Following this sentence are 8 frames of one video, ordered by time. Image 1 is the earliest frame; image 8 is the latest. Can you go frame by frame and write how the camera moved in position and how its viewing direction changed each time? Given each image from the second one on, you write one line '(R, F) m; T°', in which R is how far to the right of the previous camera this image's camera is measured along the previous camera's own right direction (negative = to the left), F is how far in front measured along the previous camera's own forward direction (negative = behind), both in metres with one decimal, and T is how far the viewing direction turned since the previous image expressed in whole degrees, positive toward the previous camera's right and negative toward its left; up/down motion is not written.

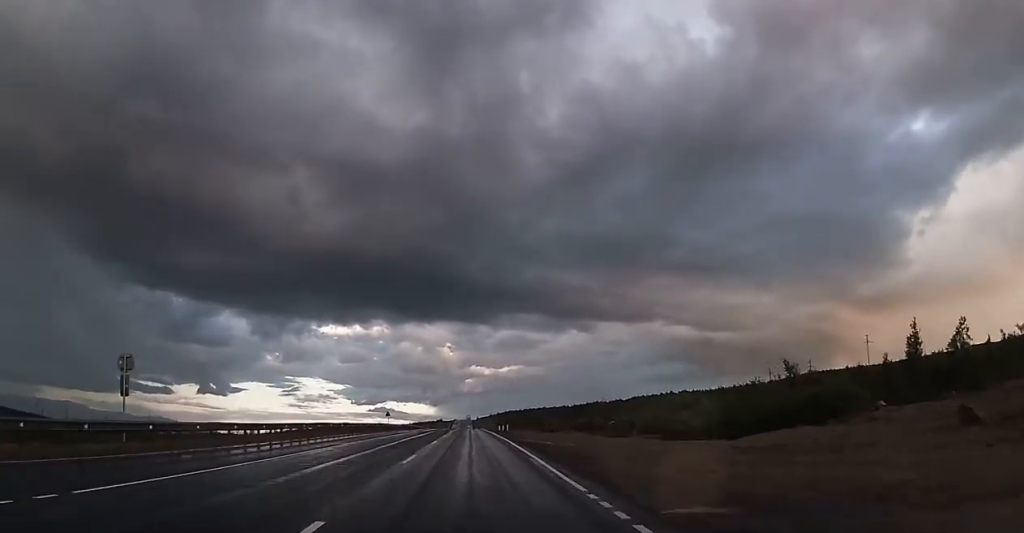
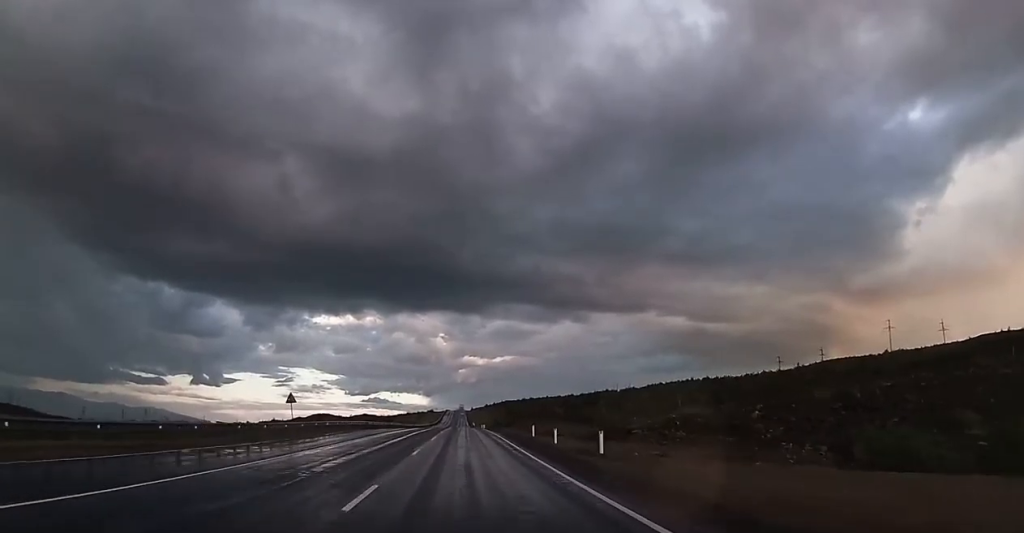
(-0.2, +55.6) m; 0°
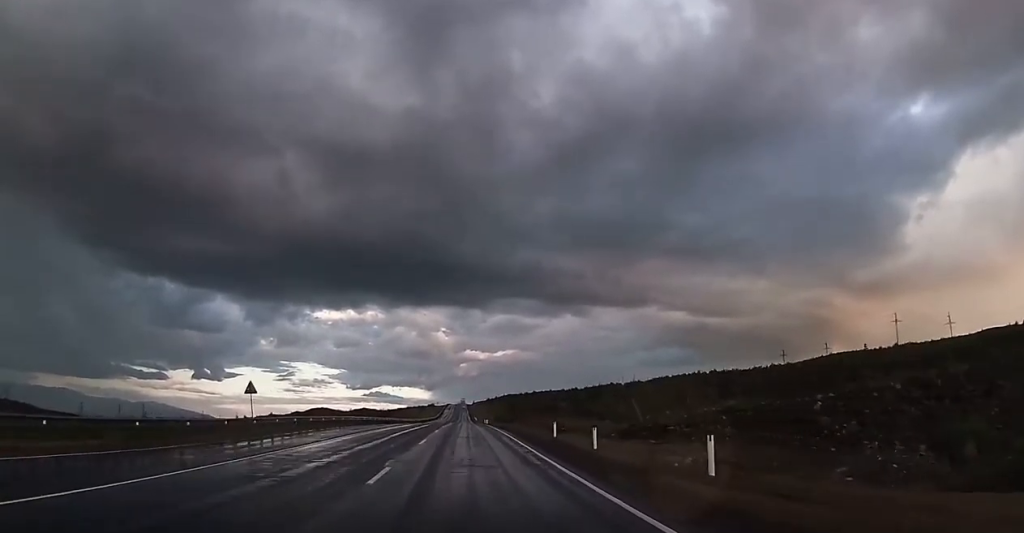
(0.0, +9.7) m; 0°
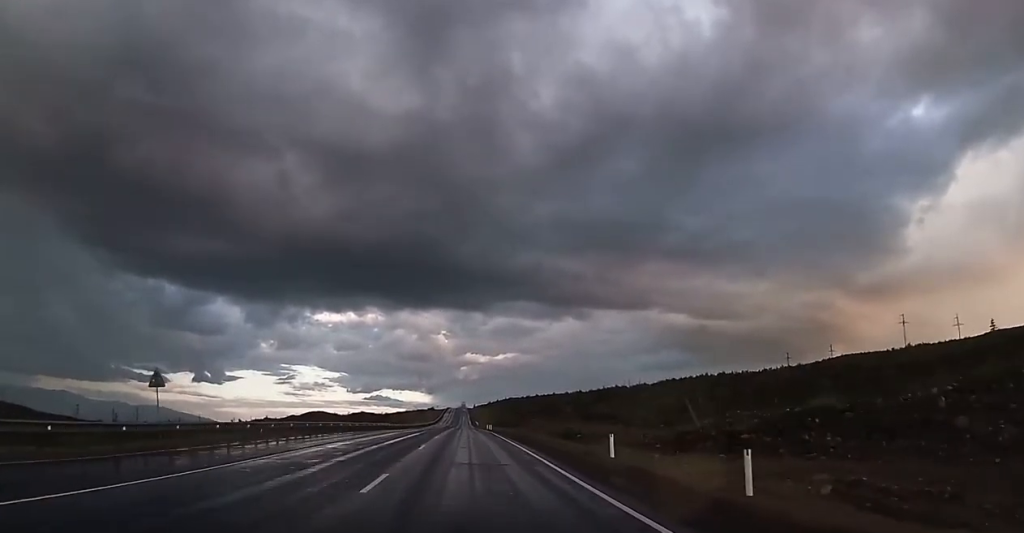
(-0.1, +12.7) m; 0°
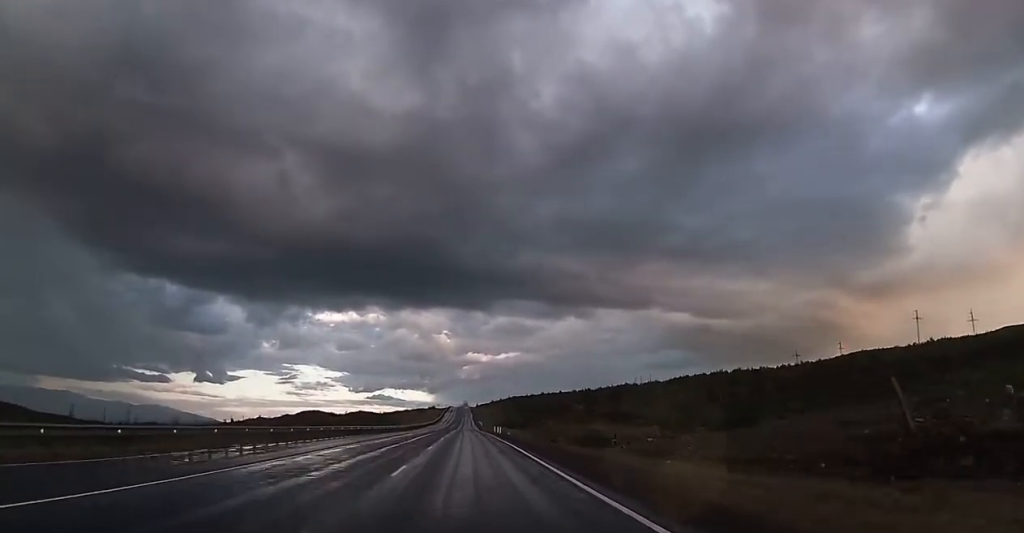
(+0.1, +20.2) m; 0°
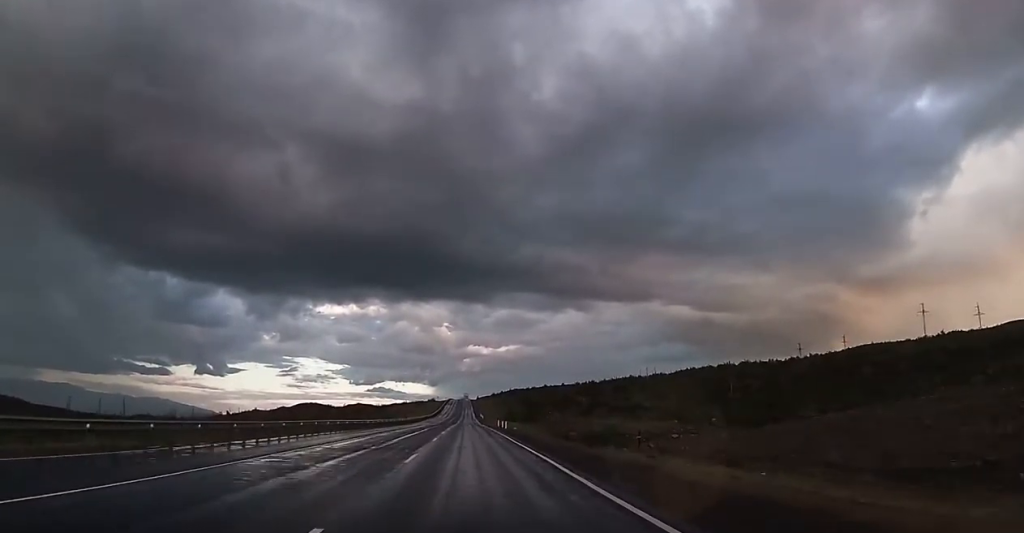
(+0.1, +9.7) m; 0°
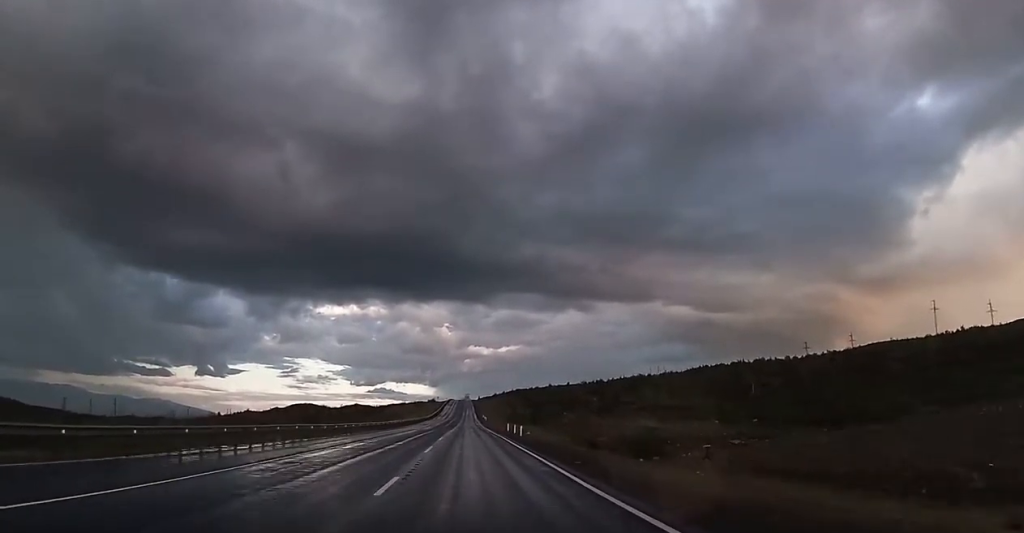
(-0.2, +17.2) m; 0°
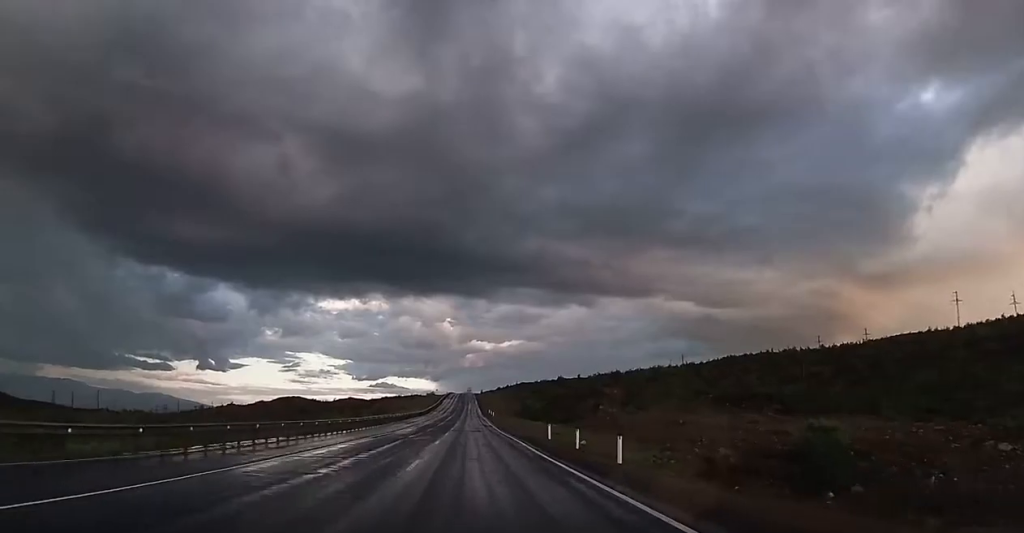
(0.0, +31.5) m; 0°
